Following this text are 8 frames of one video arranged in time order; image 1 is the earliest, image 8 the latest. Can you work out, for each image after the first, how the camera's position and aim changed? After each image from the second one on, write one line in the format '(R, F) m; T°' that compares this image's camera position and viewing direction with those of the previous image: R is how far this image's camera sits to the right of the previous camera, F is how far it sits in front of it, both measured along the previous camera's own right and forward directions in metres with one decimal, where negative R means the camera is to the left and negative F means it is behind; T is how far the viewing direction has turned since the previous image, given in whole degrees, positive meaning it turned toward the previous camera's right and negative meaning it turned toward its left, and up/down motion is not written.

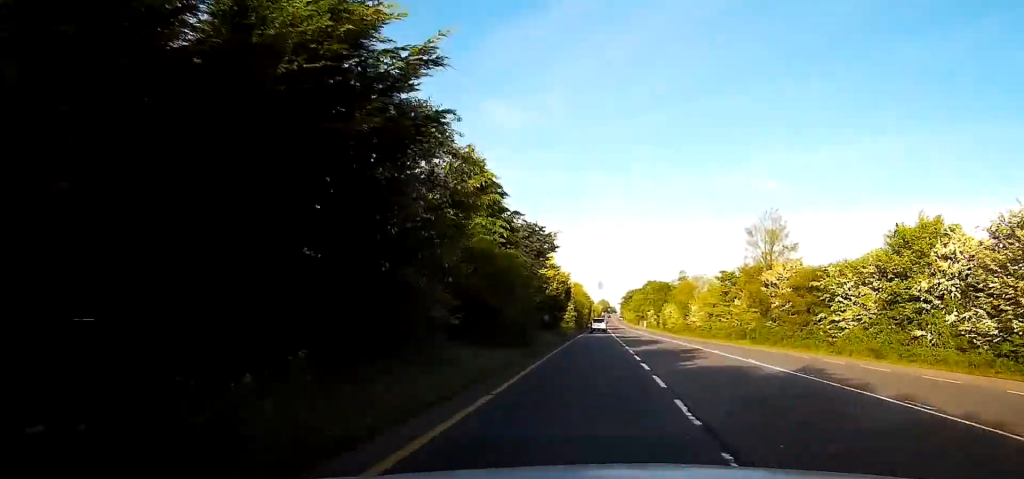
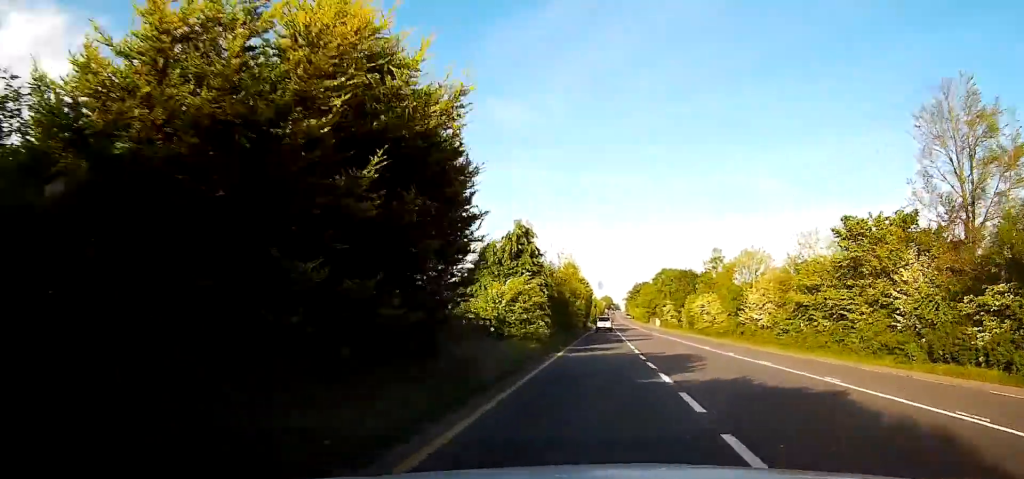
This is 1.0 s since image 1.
(-0.1, +31.8) m; 0°
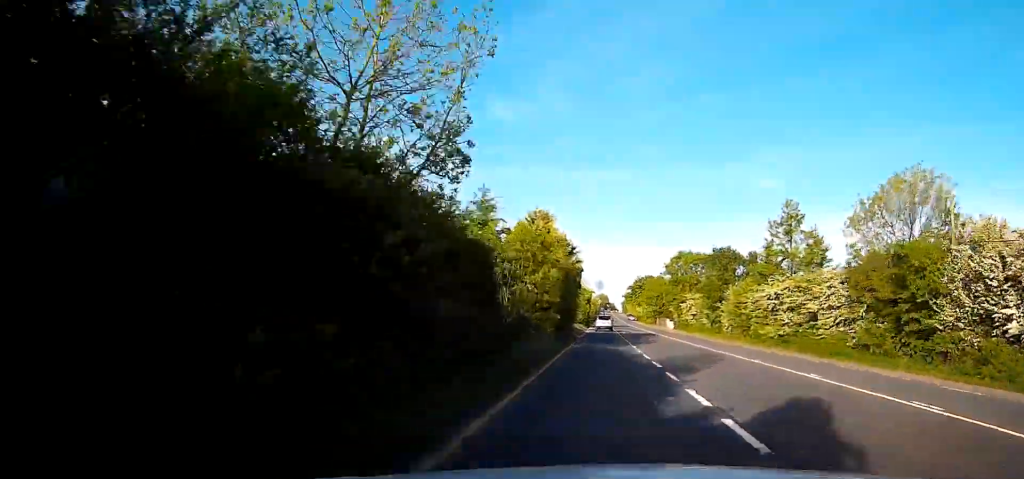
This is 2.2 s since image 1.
(+0.1, +34.8) m; 0°
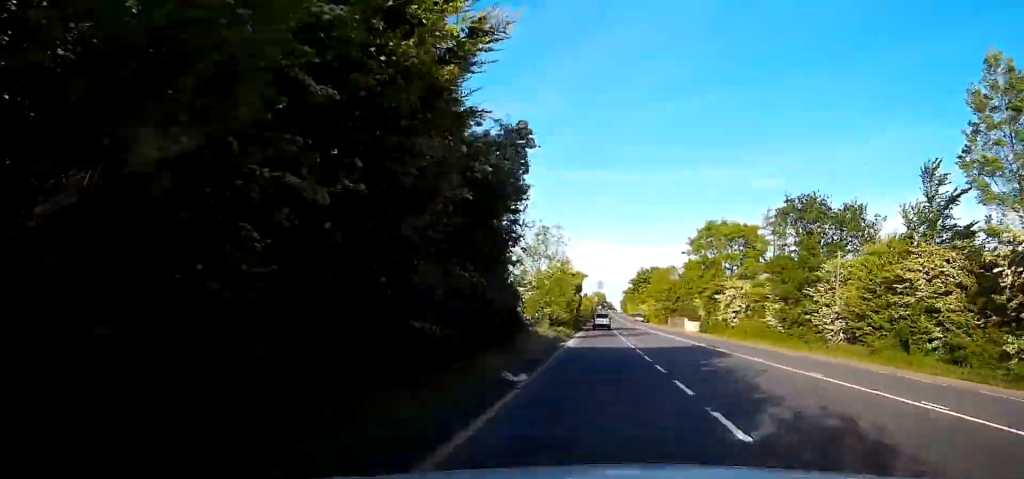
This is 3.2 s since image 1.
(0.0, +30.7) m; 0°
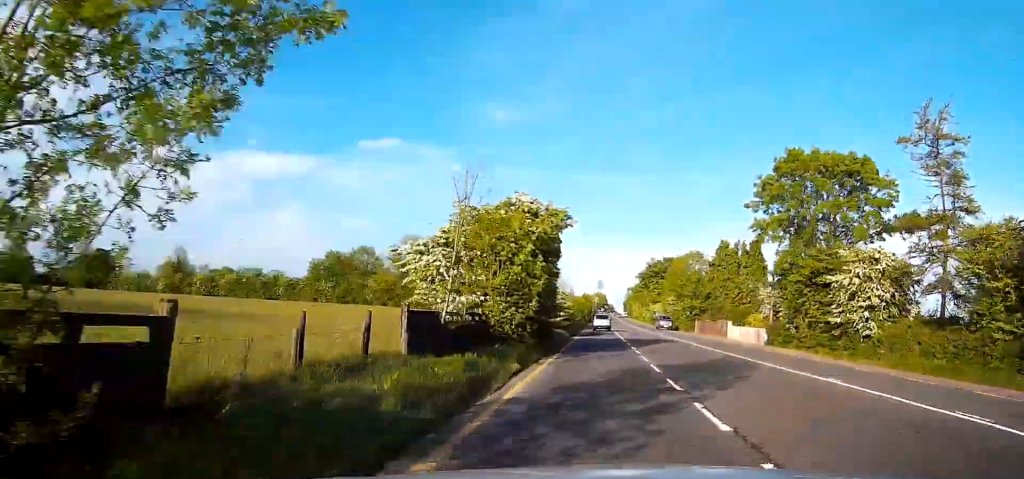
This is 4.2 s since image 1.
(+0.2, +31.8) m; 0°
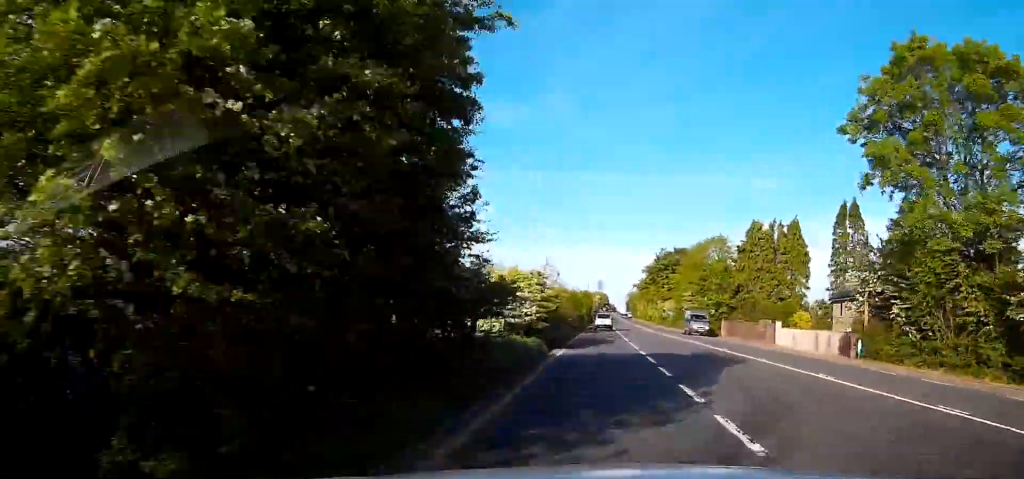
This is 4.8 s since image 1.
(+0.1, +17.4) m; 0°
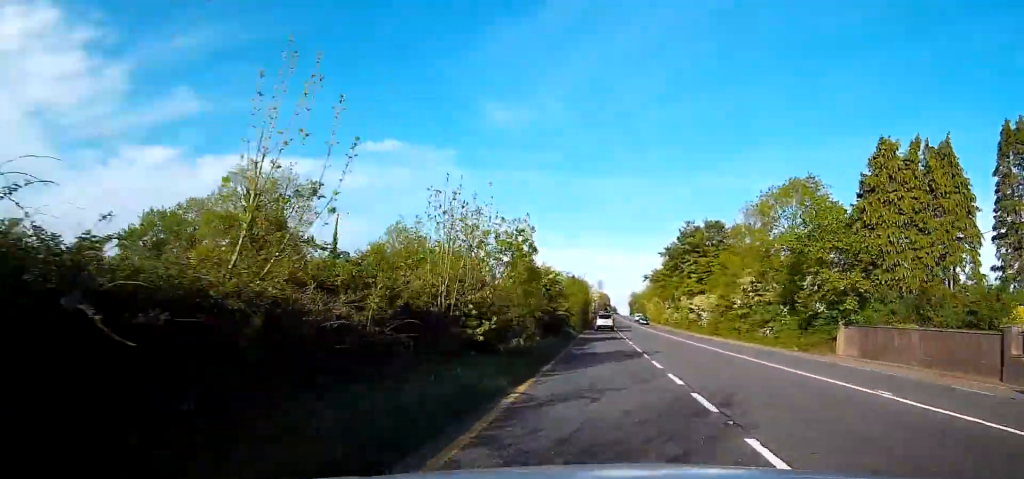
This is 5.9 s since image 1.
(-0.3, +33.8) m; 0°
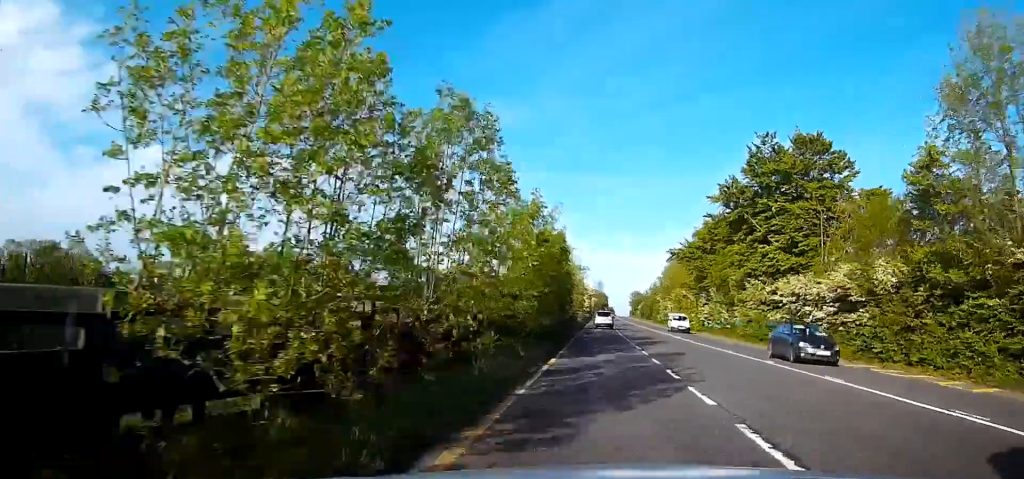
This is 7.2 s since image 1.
(+0.3, +39.7) m; +1°
